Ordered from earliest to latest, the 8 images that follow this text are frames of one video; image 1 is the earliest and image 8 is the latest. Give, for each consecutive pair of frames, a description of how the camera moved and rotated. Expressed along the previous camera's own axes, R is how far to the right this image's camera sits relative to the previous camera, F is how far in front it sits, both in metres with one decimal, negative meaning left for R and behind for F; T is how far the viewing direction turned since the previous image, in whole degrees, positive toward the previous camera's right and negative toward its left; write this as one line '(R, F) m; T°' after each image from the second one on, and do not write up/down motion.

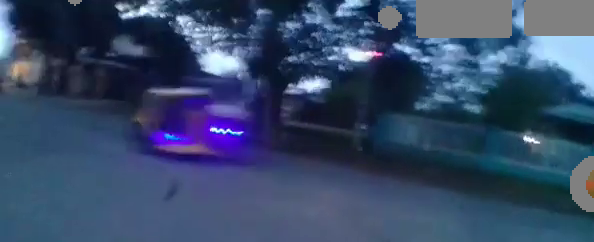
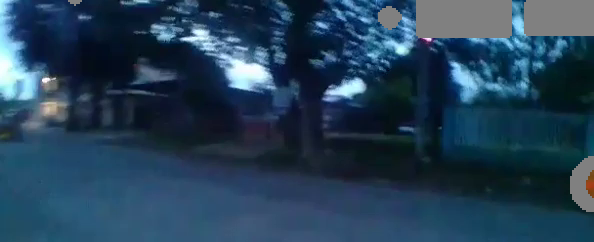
(-0.6, +2.9) m; -13°
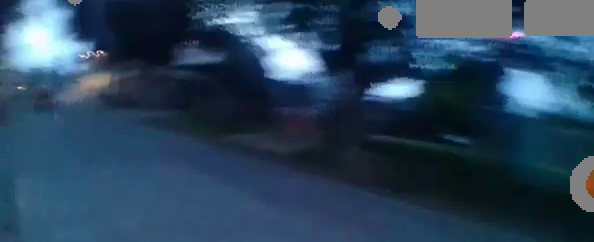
(0.0, +1.6) m; -2°
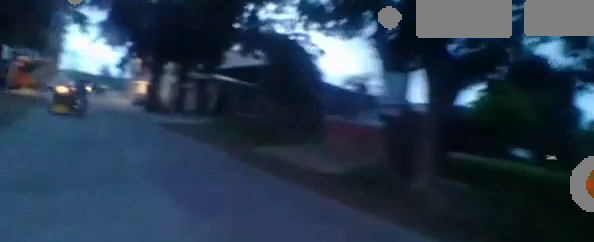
(0.0, +2.3) m; -5°
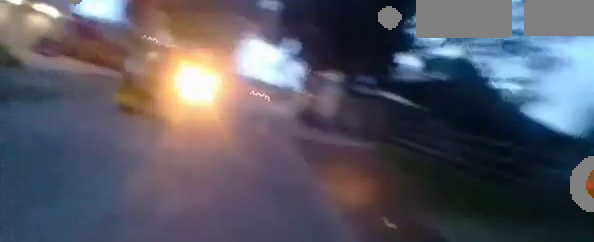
(-0.5, +5.3) m; -10°
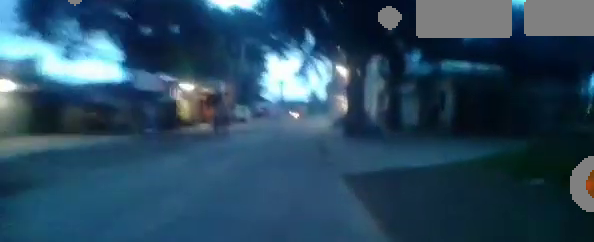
(-0.1, +7.1) m; -3°
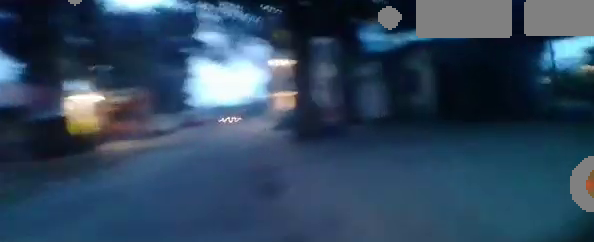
(-0.3, +5.8) m; -9°
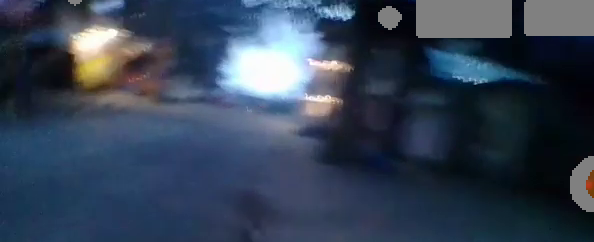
(-0.2, +3.2) m; -6°
